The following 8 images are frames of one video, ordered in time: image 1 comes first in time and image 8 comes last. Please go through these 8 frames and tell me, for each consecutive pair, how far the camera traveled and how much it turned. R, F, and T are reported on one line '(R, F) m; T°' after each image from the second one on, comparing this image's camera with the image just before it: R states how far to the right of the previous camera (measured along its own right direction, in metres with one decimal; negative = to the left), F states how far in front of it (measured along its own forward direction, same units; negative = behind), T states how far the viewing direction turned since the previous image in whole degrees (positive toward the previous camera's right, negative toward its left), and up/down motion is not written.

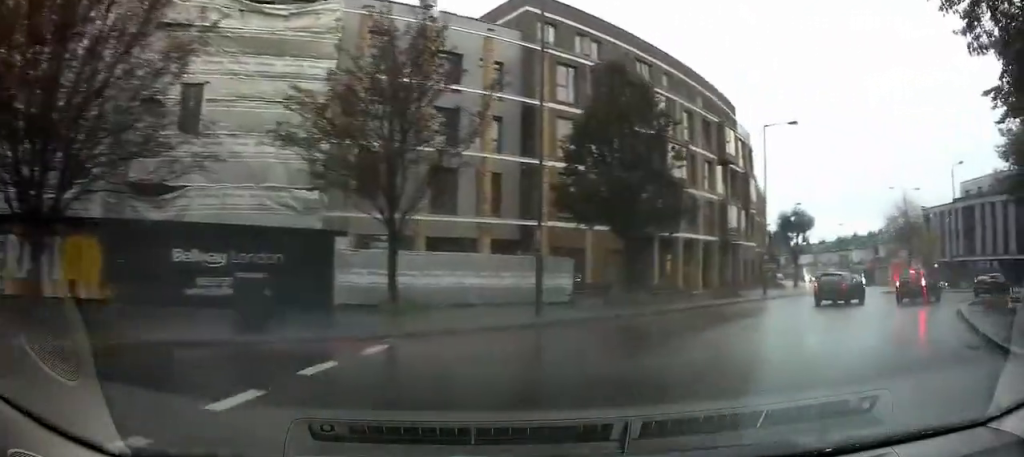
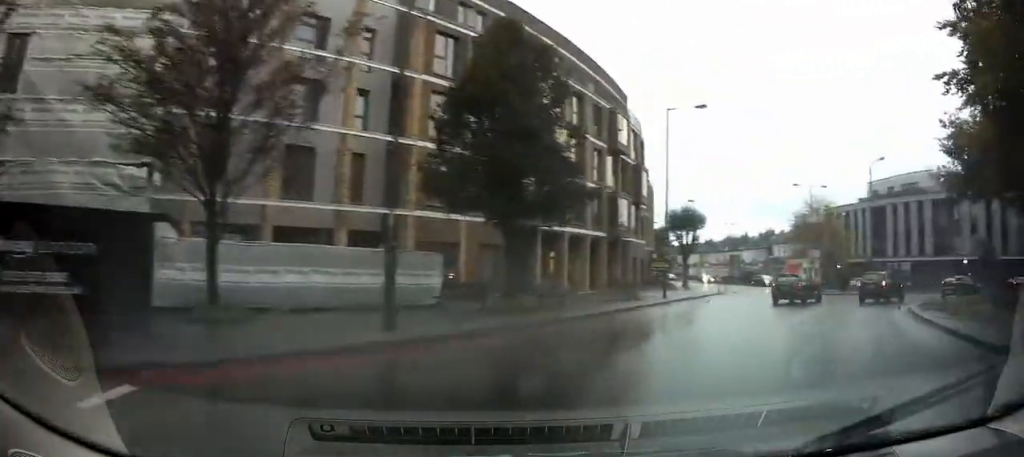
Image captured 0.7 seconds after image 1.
(+0.3, +4.0) m; +14°
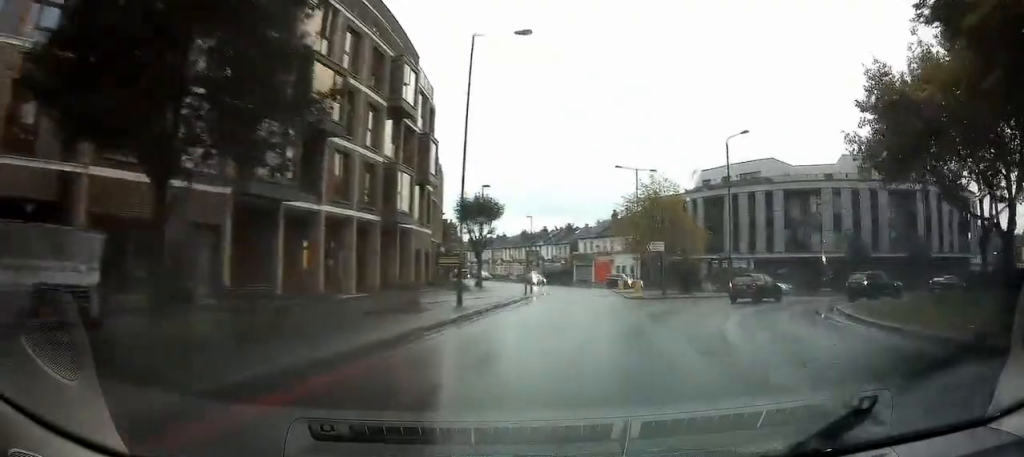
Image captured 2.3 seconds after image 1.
(+2.3, +9.8) m; +19°
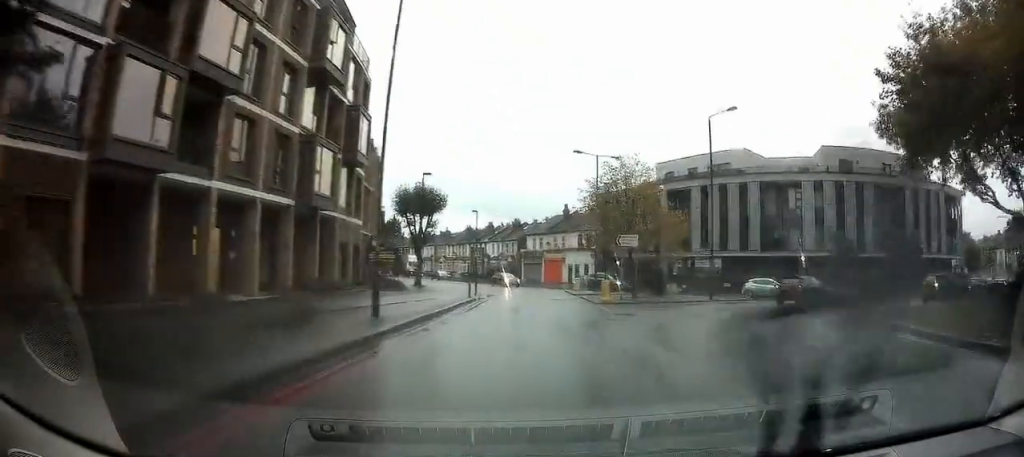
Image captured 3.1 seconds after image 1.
(+0.3, +5.8) m; +6°
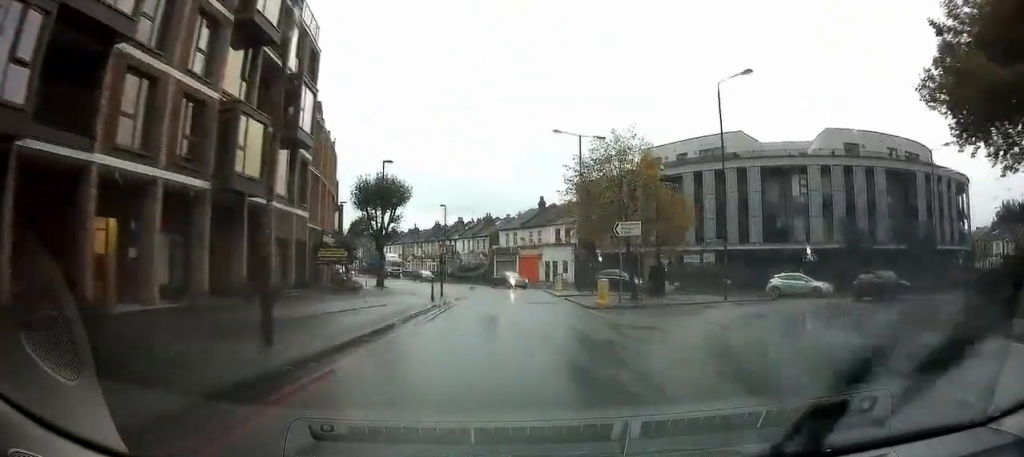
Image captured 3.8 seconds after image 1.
(+0.1, +5.5) m; +4°
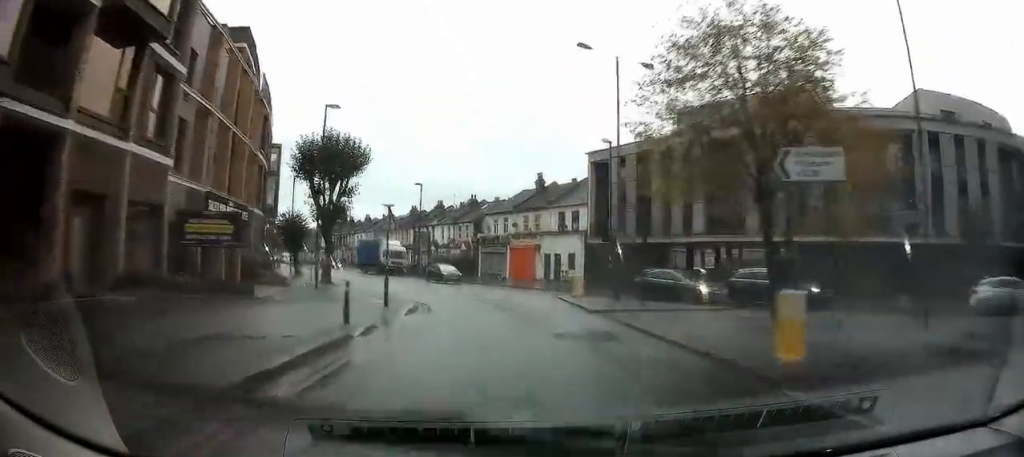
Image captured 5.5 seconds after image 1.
(+0.5, +14.1) m; +2°
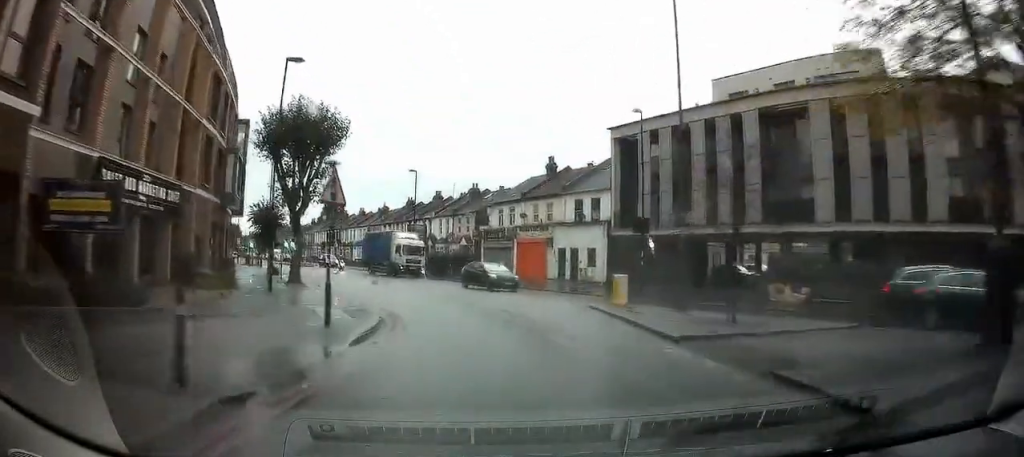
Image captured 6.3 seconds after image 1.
(0.0, +7.5) m; -1°
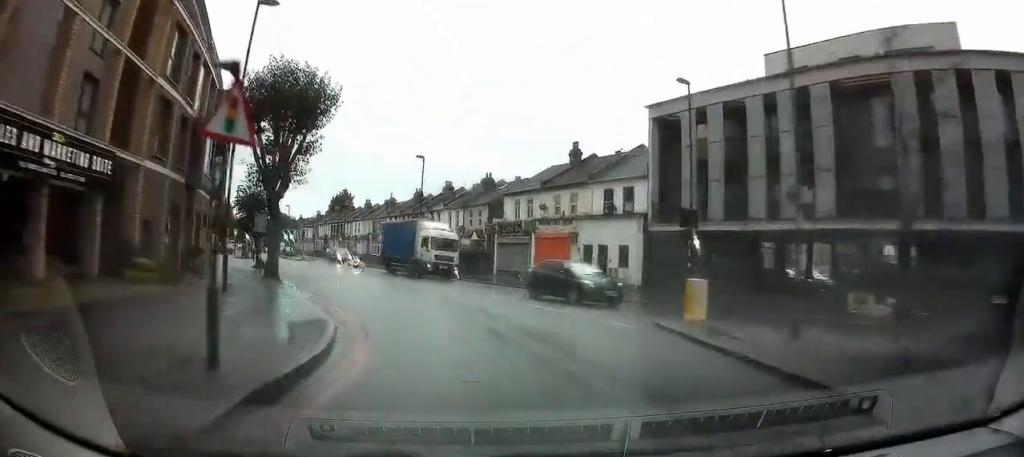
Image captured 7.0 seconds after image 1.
(0.0, +5.6) m; -2°
